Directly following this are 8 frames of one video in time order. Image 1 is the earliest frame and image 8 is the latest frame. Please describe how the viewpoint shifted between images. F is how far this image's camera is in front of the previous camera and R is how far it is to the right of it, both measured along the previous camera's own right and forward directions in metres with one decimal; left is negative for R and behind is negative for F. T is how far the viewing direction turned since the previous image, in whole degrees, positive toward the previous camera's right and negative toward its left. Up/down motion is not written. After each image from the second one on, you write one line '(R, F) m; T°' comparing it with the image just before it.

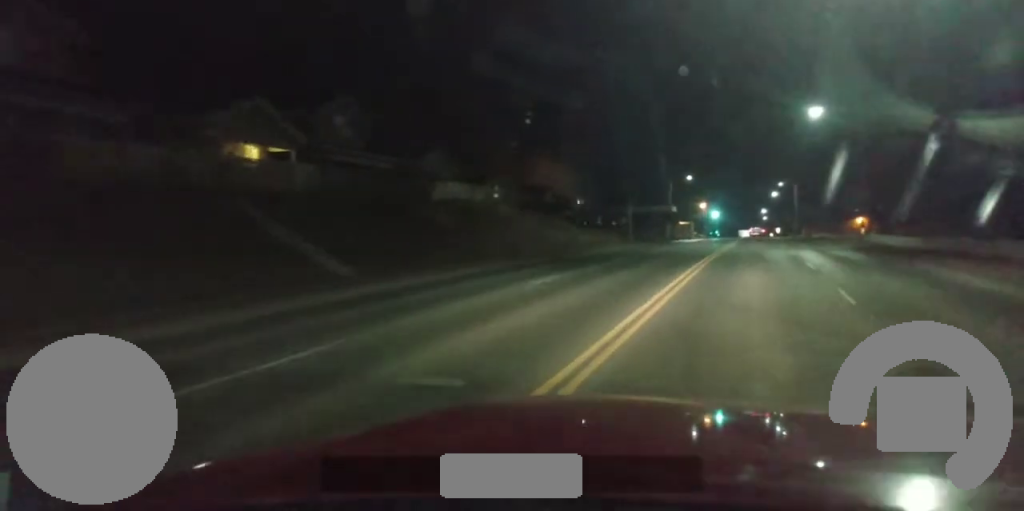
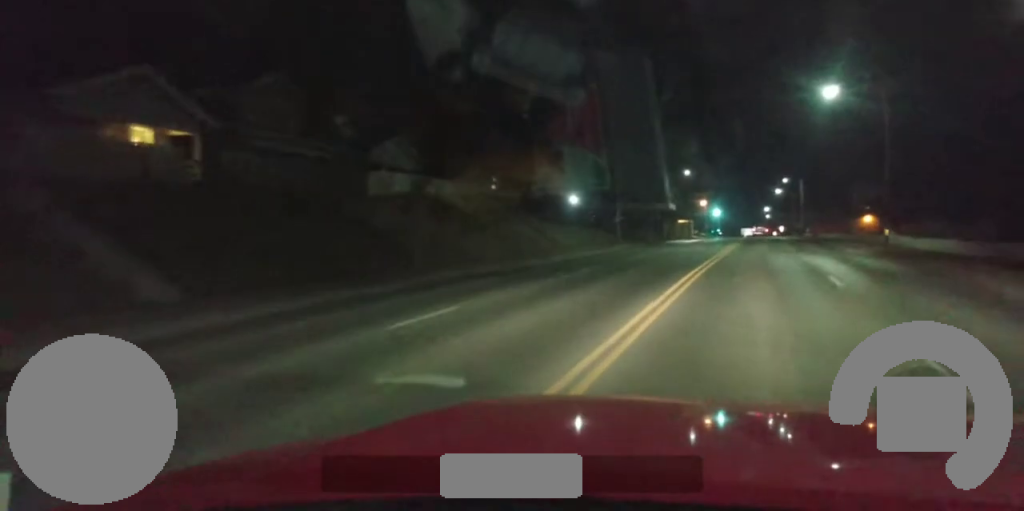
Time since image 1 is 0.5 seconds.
(-0.1, +8.1) m; -1°
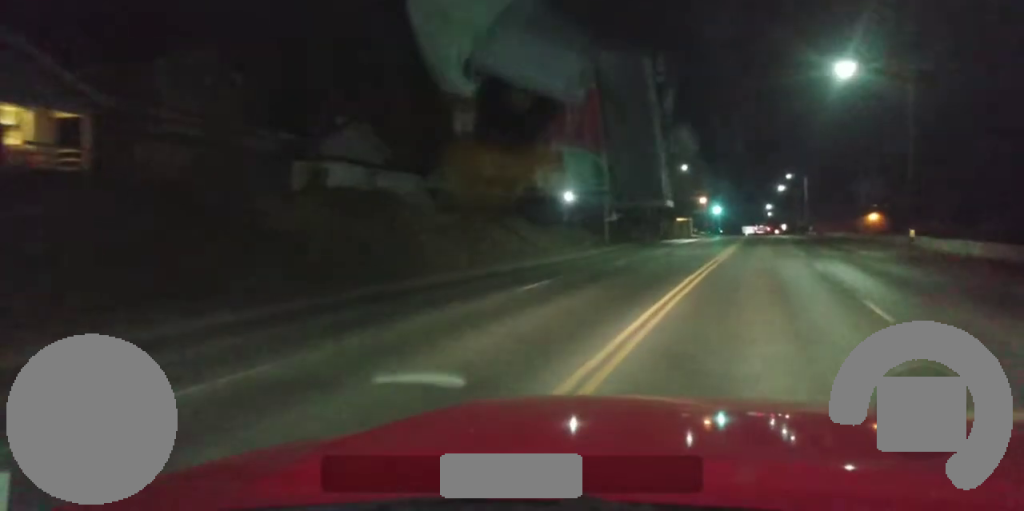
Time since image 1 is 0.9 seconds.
(0.0, +6.3) m; 0°
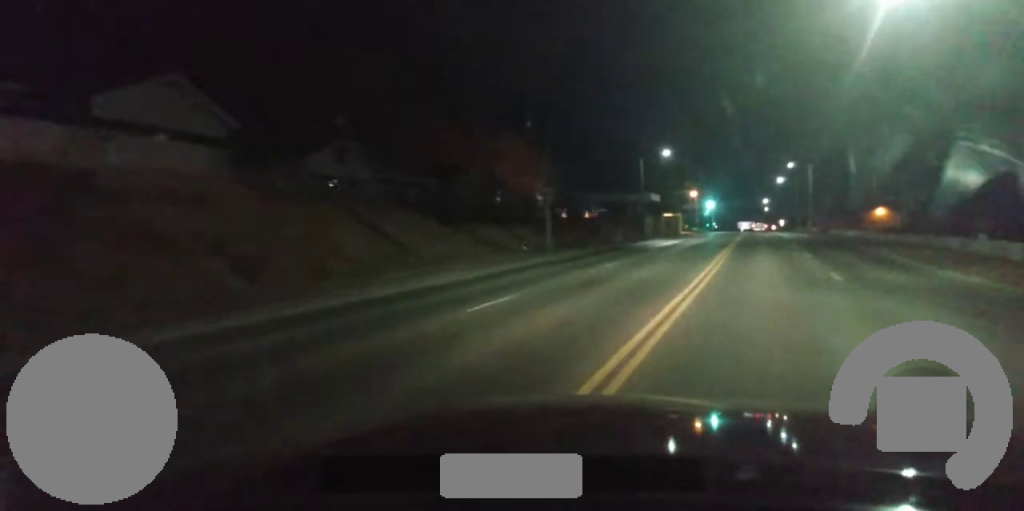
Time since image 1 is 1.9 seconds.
(0.0, +15.9) m; 0°
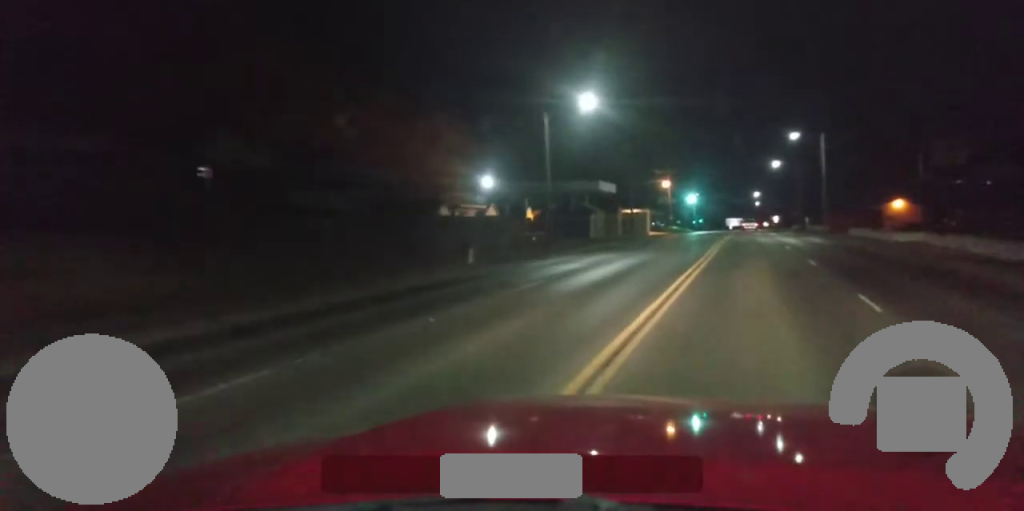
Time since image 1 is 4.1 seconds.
(+0.5, +31.6) m; +1°
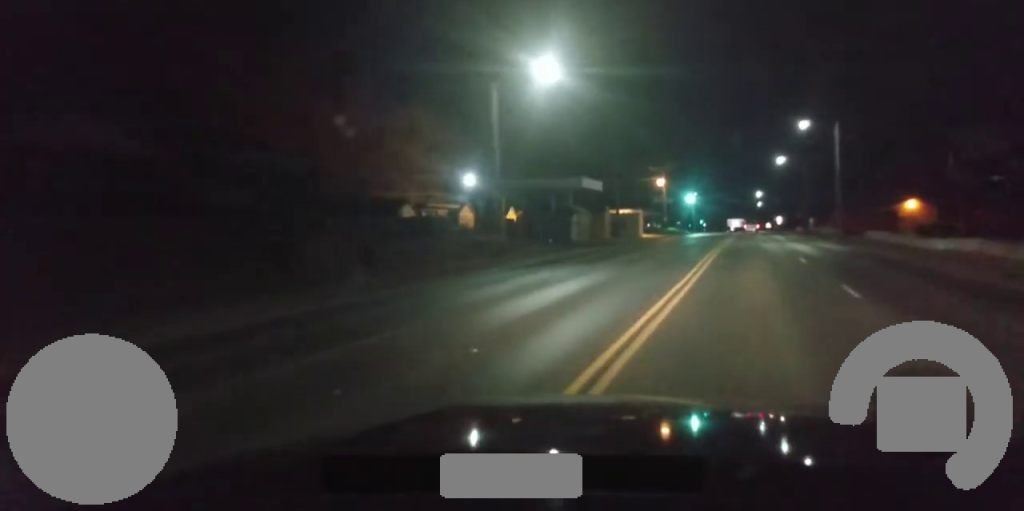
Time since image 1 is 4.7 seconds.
(-0.1, +9.3) m; 0°
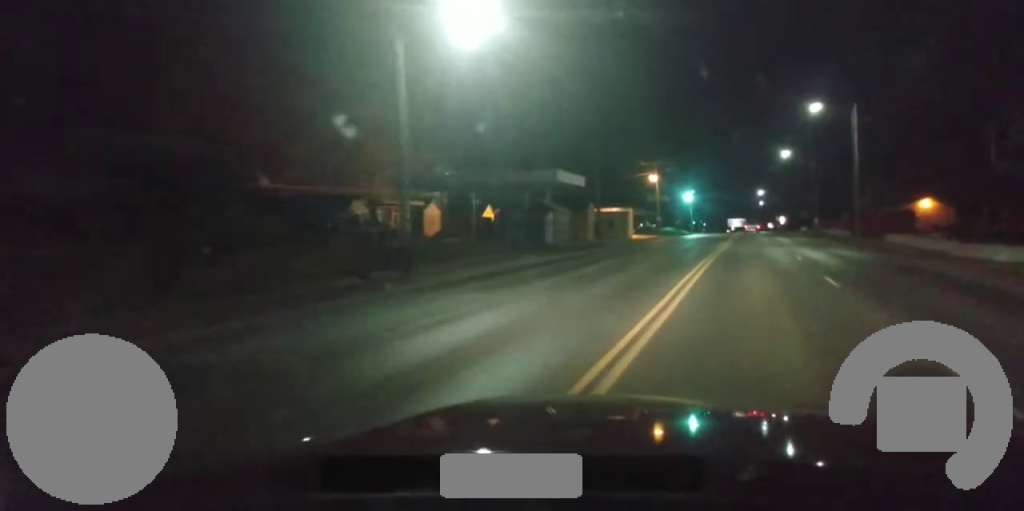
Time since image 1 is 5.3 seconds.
(0.0, +9.3) m; +2°
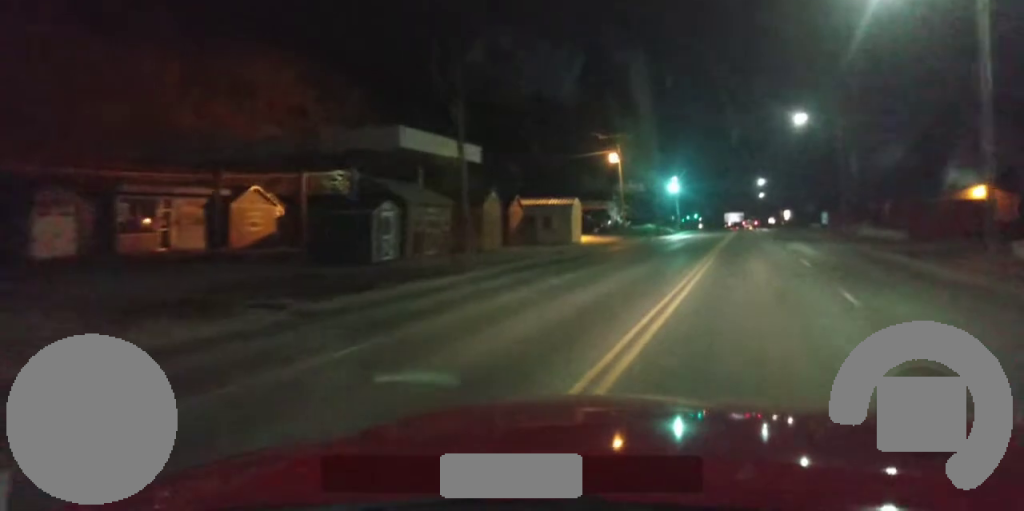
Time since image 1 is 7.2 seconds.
(+0.7, +27.8) m; 0°
